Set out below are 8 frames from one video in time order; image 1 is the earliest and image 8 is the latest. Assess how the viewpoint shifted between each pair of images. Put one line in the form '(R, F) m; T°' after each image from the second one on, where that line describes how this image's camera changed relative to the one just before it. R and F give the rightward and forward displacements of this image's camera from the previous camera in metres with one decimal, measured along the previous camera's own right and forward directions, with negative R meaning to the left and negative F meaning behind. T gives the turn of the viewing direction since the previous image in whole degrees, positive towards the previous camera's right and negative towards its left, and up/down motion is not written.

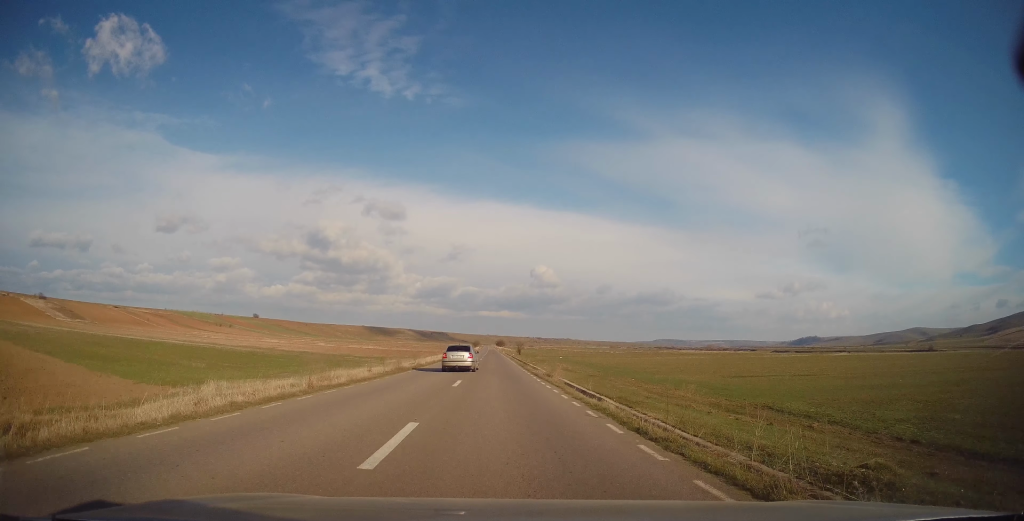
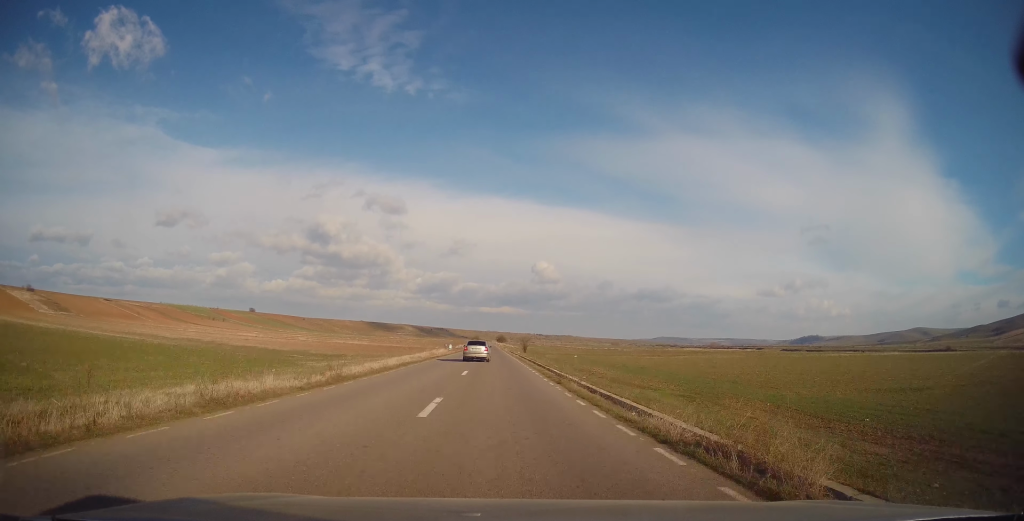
(+0.3, +19.8) m; 0°
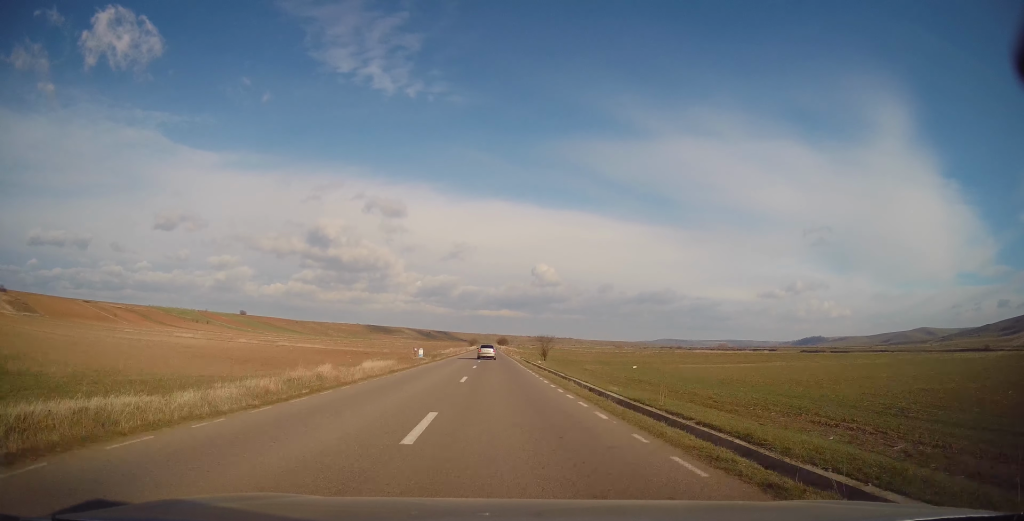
(-0.7, +40.9) m; 0°
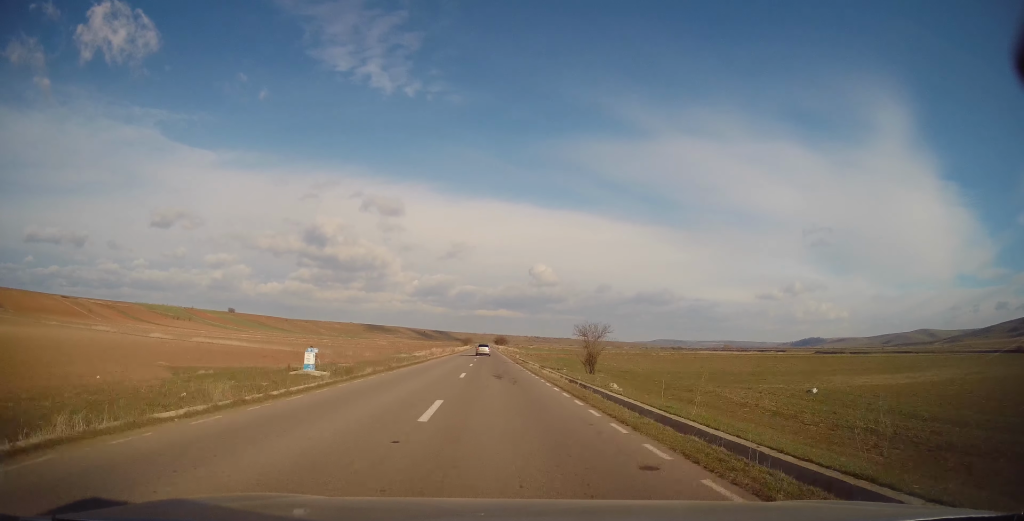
(+0.3, +33.7) m; -1°
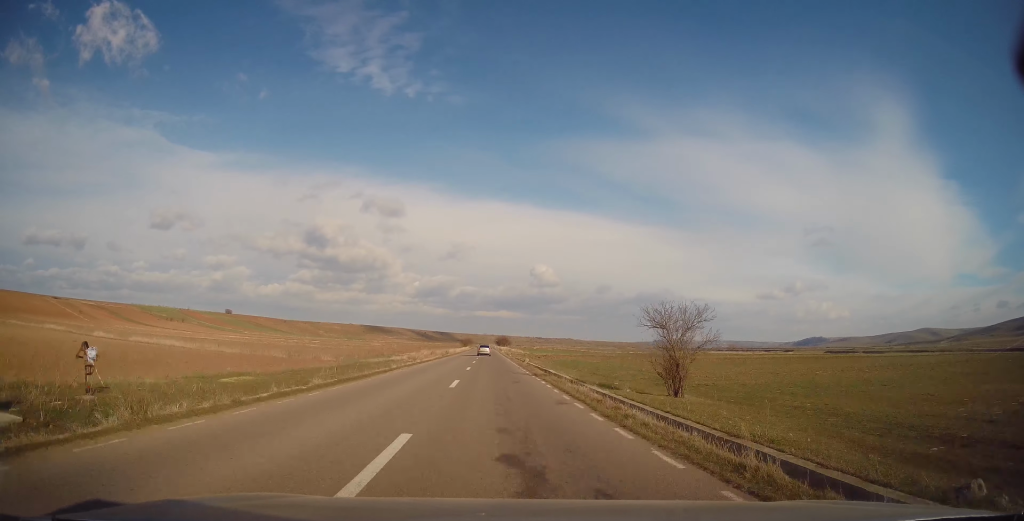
(-0.5, +16.6) m; 0°
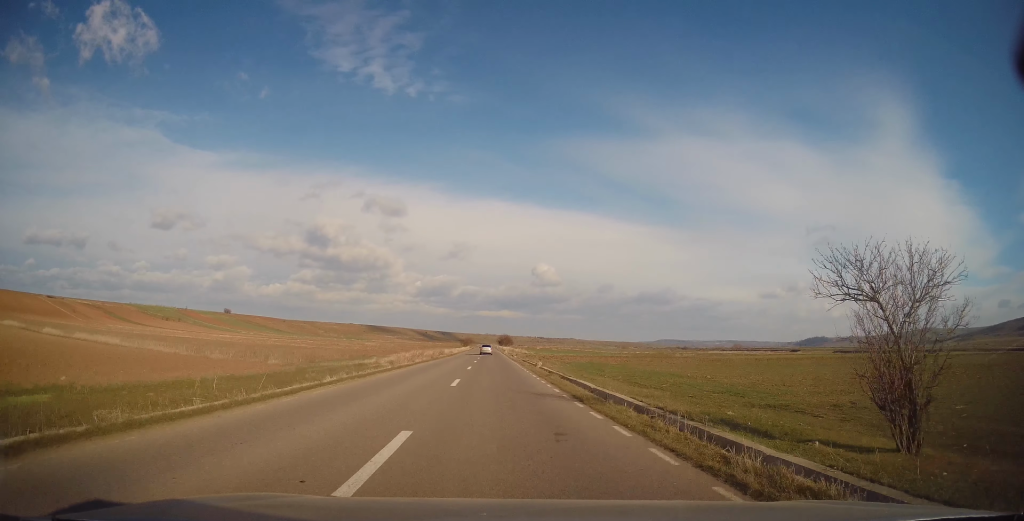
(+0.3, +12.3) m; +1°
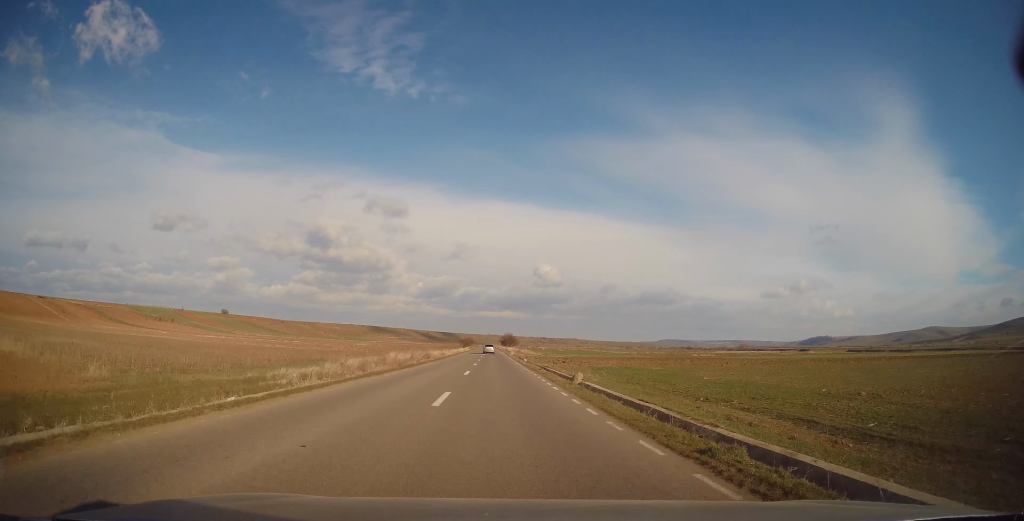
(+0.2, +17.1) m; +1°
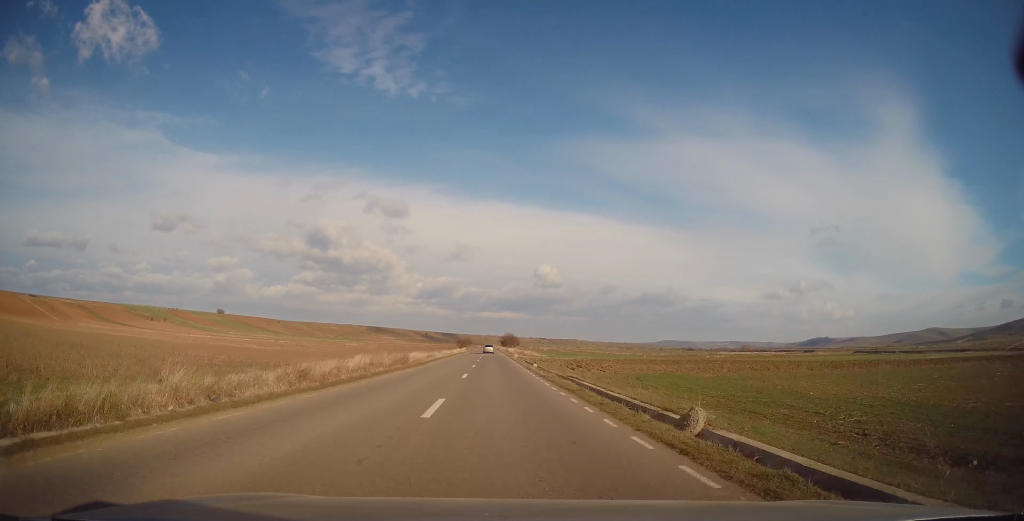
(0.0, +13.8) m; 0°
